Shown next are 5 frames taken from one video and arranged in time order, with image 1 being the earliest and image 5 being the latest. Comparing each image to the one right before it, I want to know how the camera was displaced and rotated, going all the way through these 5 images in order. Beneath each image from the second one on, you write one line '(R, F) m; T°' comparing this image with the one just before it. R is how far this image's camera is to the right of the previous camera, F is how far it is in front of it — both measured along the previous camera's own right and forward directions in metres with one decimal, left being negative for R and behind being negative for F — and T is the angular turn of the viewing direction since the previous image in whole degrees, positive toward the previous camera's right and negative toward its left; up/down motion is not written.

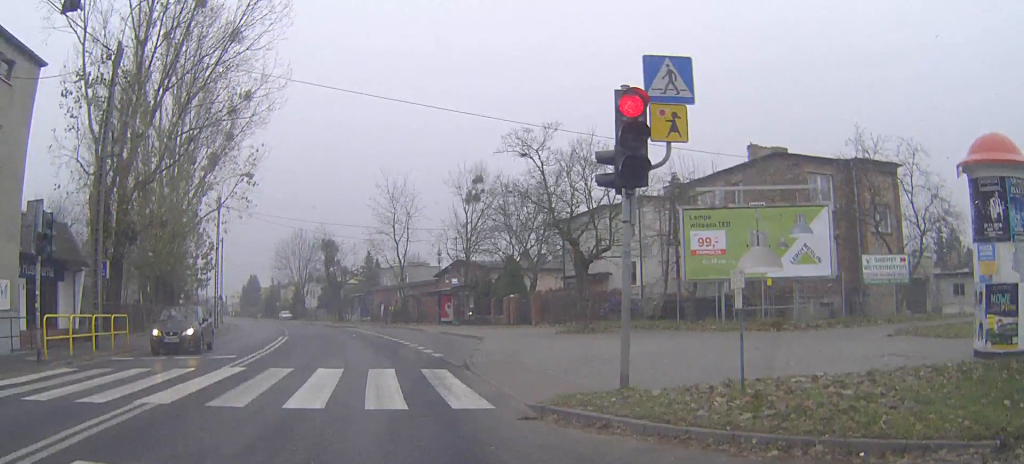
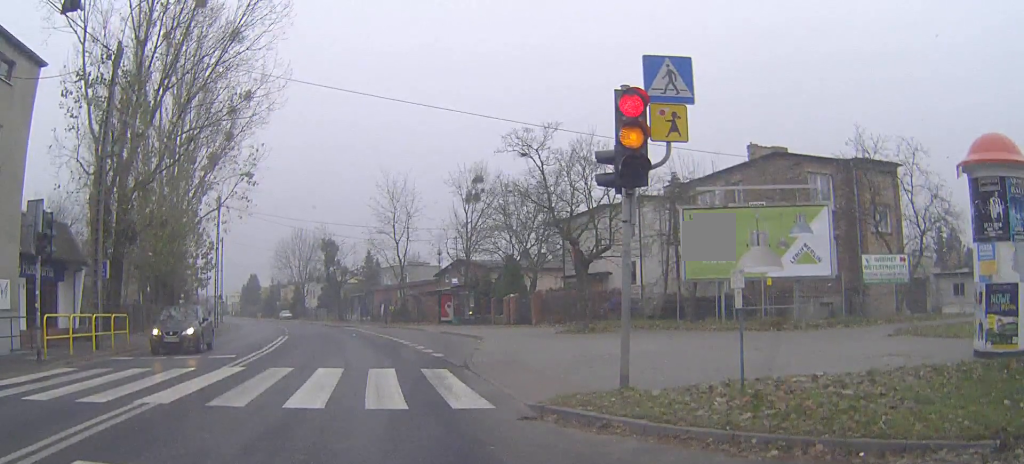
(0.0, 0.0) m; 0°
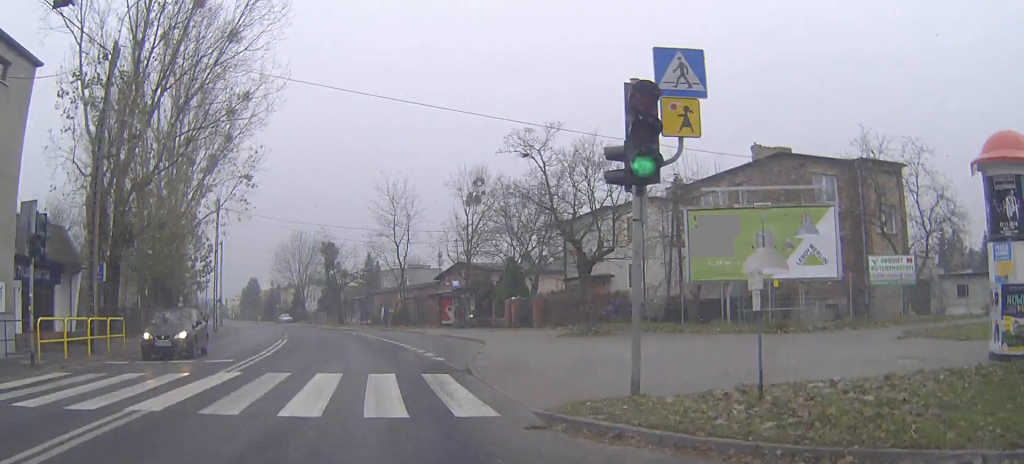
(0.0, 0.0) m; 0°
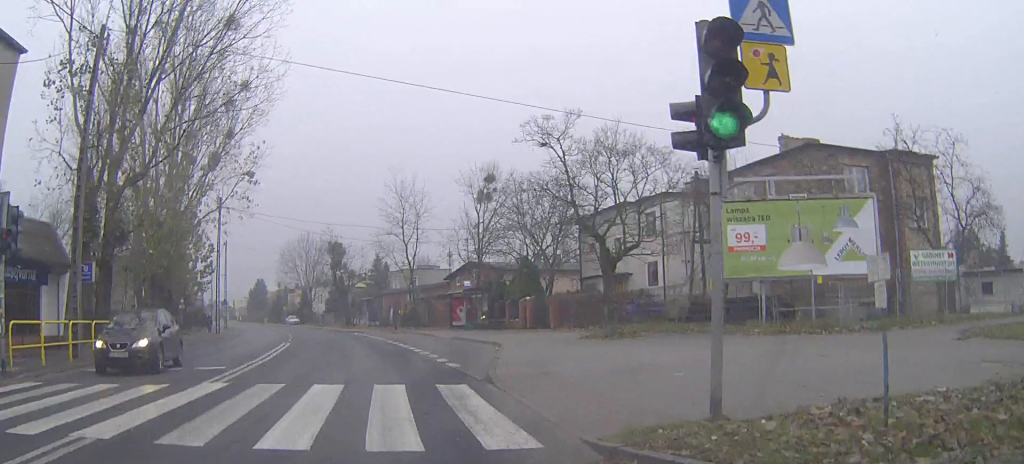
(-0.1, +0.8) m; -2°
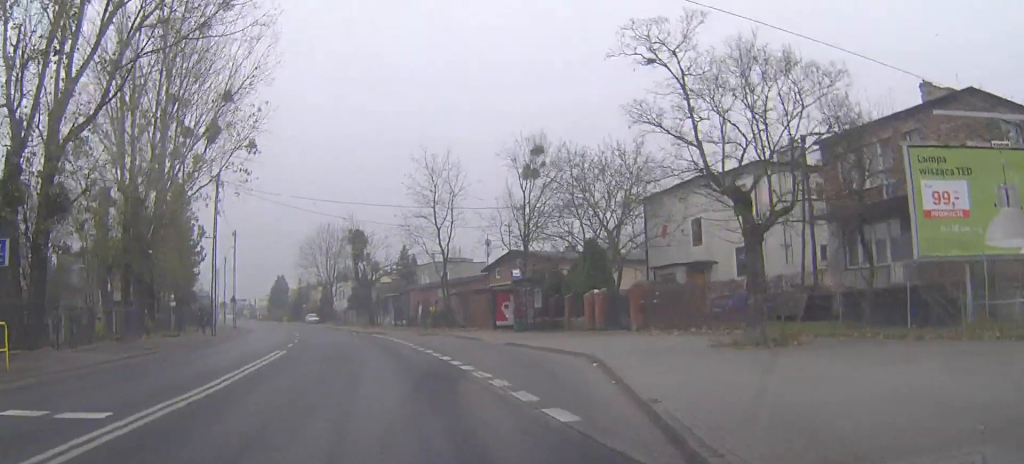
(-0.1, +7.2) m; -2°
